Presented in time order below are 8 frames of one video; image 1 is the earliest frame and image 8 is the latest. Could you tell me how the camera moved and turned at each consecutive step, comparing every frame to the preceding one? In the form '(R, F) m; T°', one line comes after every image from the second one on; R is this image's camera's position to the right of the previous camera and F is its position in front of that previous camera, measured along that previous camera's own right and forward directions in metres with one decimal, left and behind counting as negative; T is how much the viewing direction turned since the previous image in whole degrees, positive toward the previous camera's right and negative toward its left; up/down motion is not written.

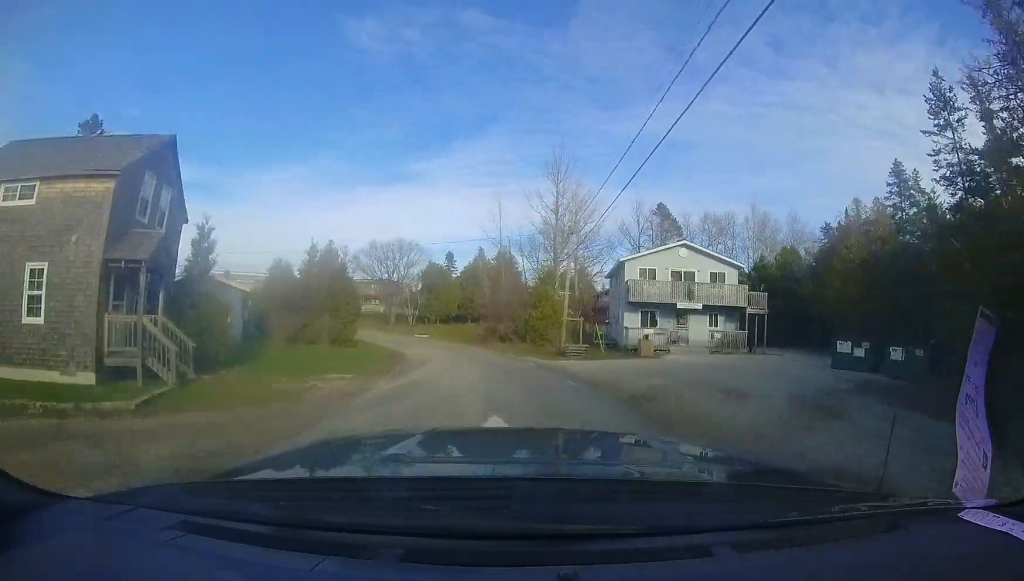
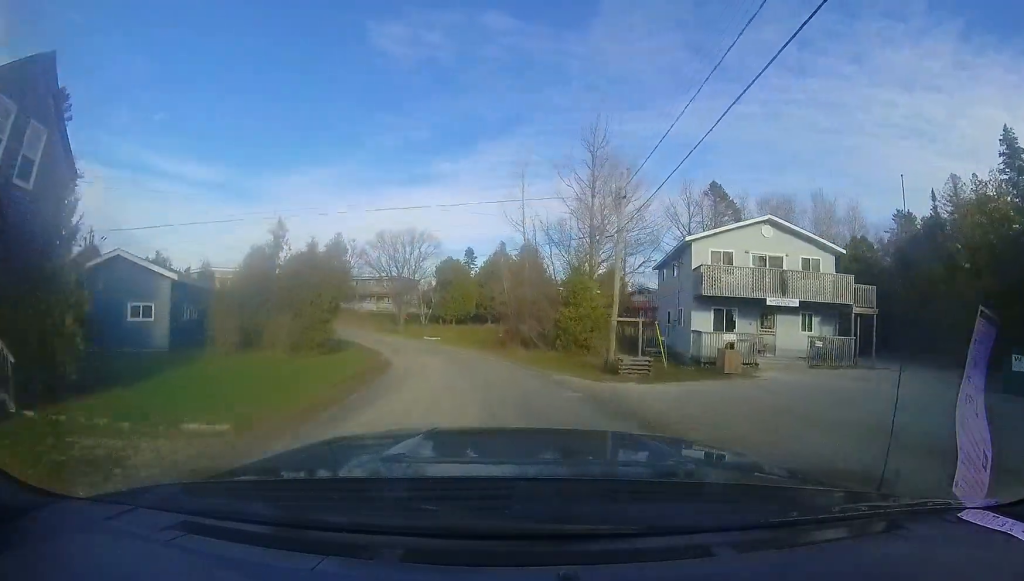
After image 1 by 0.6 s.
(-0.2, +6.8) m; -3°
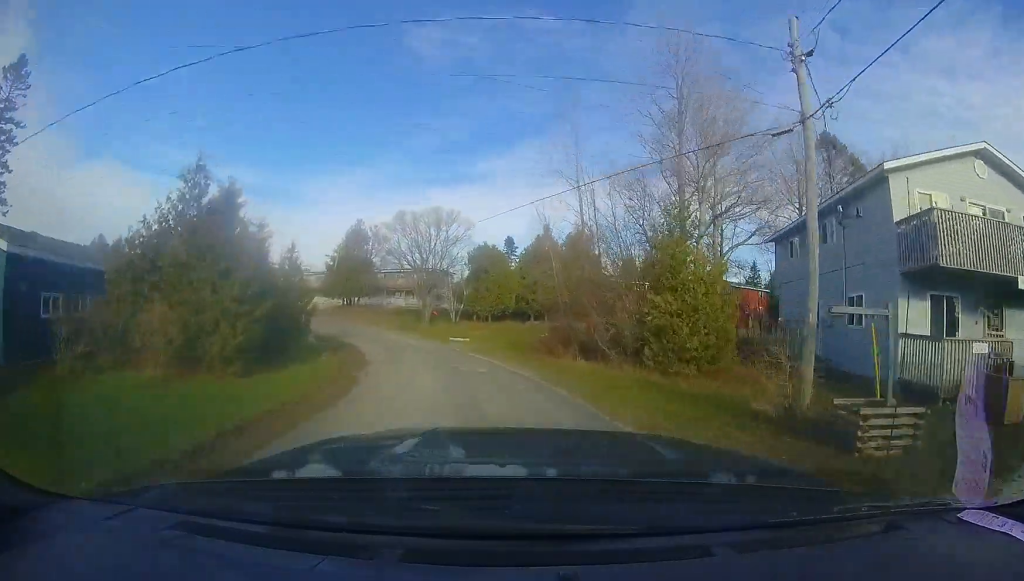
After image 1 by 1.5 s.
(-0.5, +9.1) m; -3°
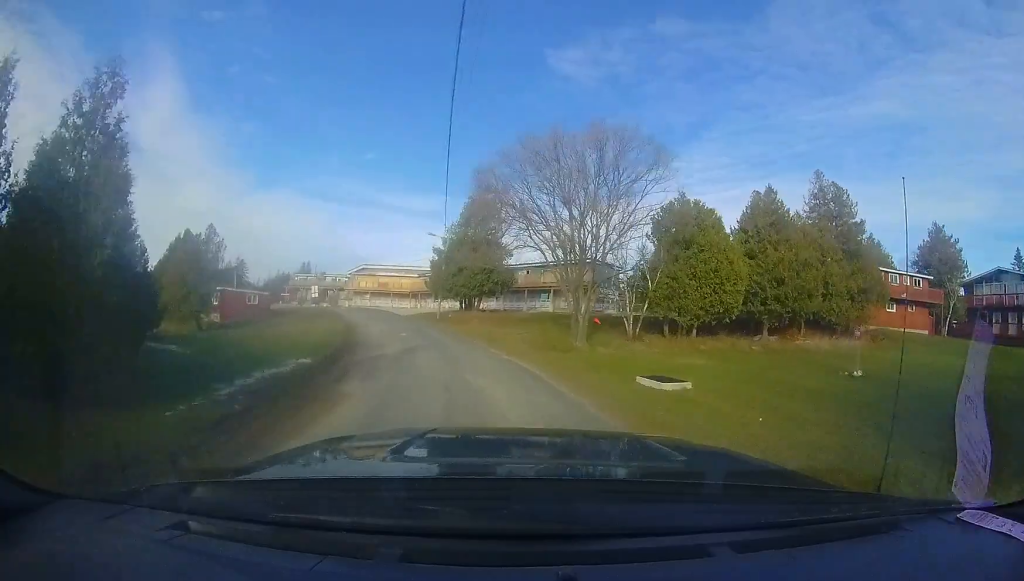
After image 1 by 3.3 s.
(-0.1, +21.1) m; -15°
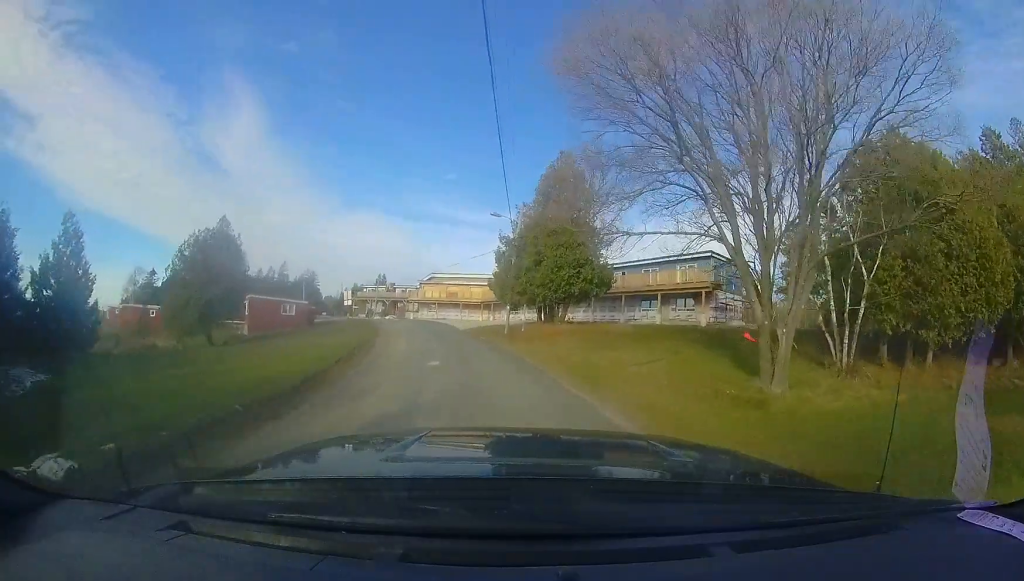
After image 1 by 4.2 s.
(-2.7, +10.6) m; -27°
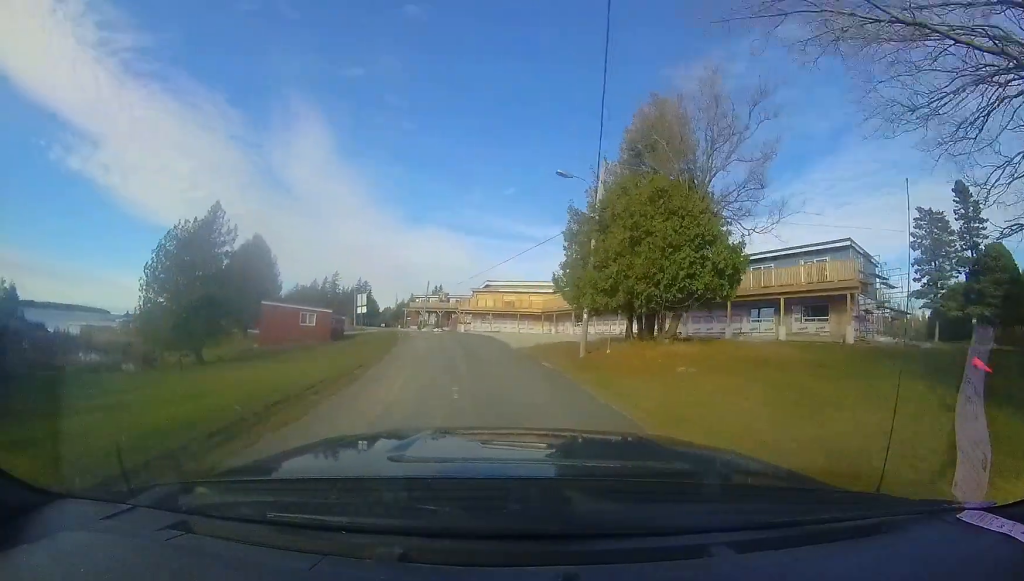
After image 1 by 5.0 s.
(-2.0, +9.4) m; -12°
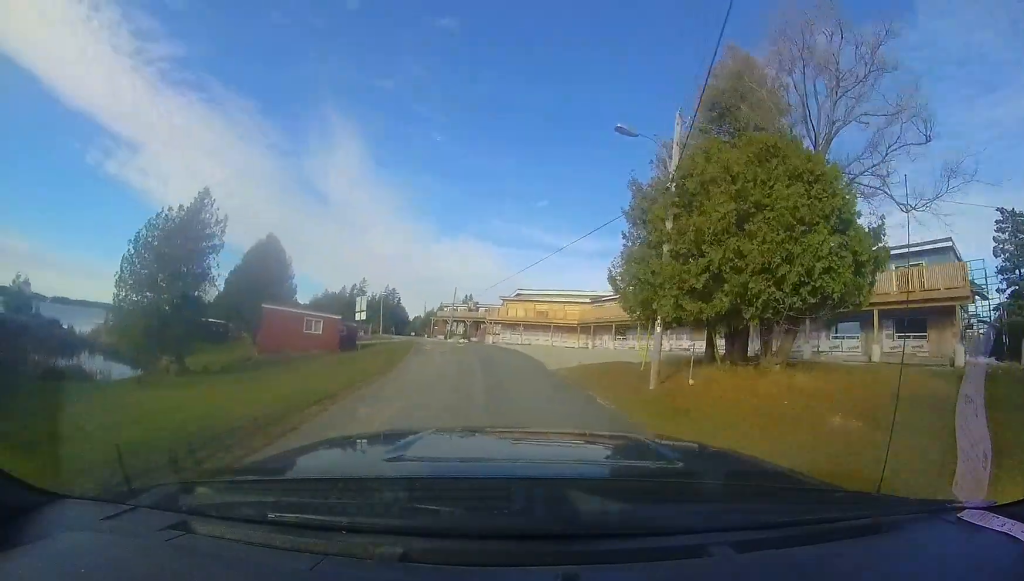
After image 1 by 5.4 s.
(-0.4, +5.4) m; -6°
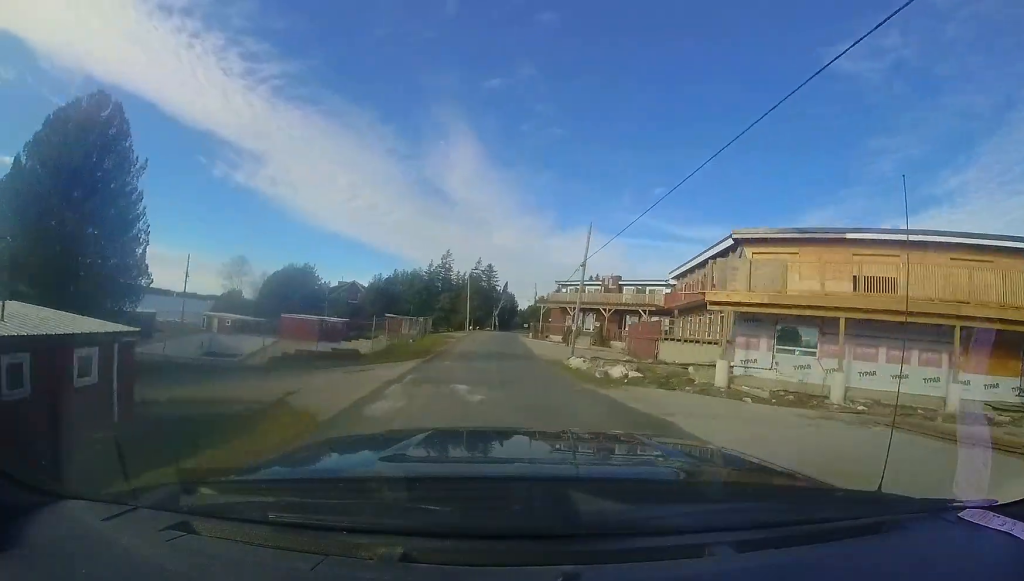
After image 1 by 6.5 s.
(-0.4, +14.1) m; -3°
